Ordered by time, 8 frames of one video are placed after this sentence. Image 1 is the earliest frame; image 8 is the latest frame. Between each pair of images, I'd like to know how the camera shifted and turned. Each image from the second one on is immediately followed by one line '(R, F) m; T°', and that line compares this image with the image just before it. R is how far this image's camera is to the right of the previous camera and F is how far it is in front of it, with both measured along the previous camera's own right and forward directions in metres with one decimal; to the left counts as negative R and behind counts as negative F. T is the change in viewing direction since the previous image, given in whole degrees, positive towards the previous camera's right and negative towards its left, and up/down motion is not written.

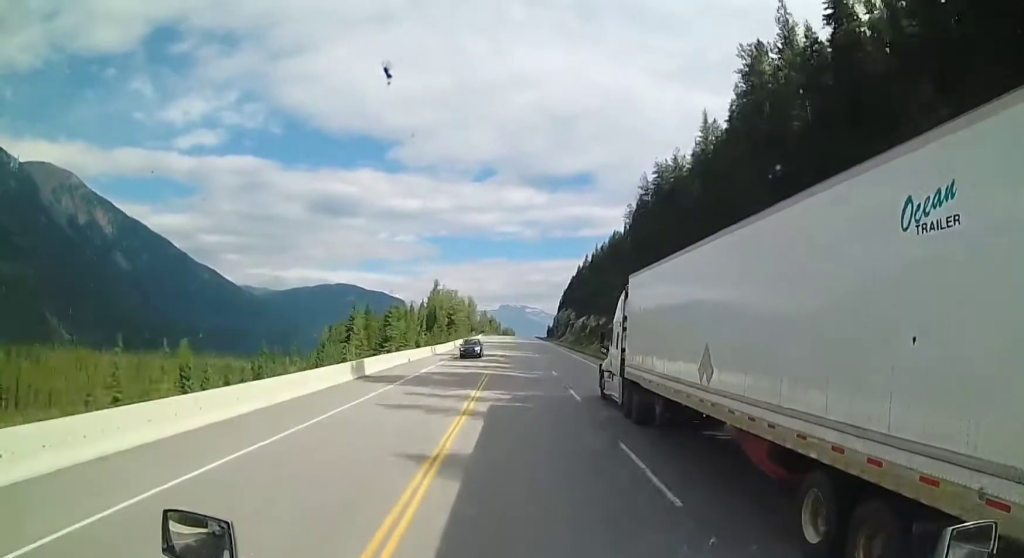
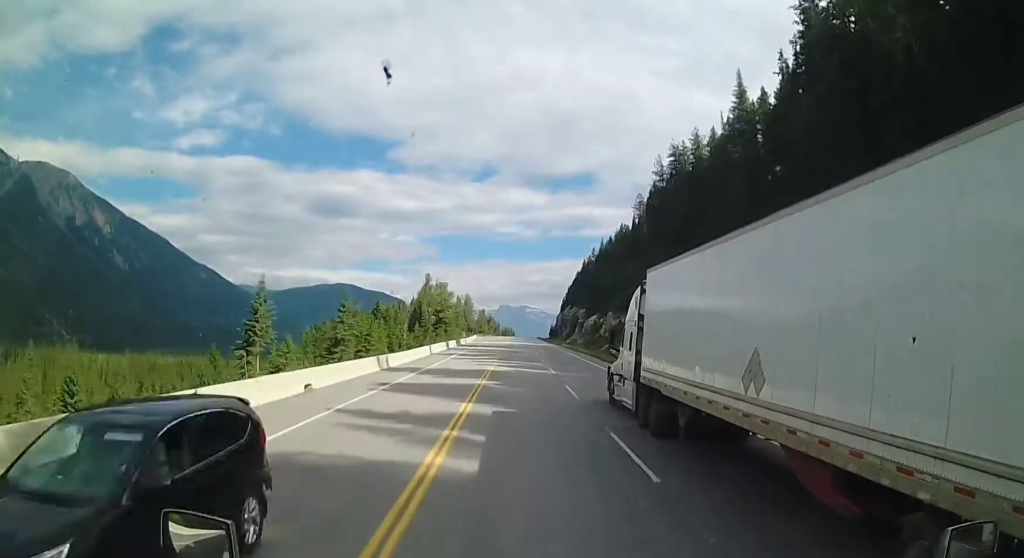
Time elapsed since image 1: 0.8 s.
(+0.2, +24.6) m; 0°
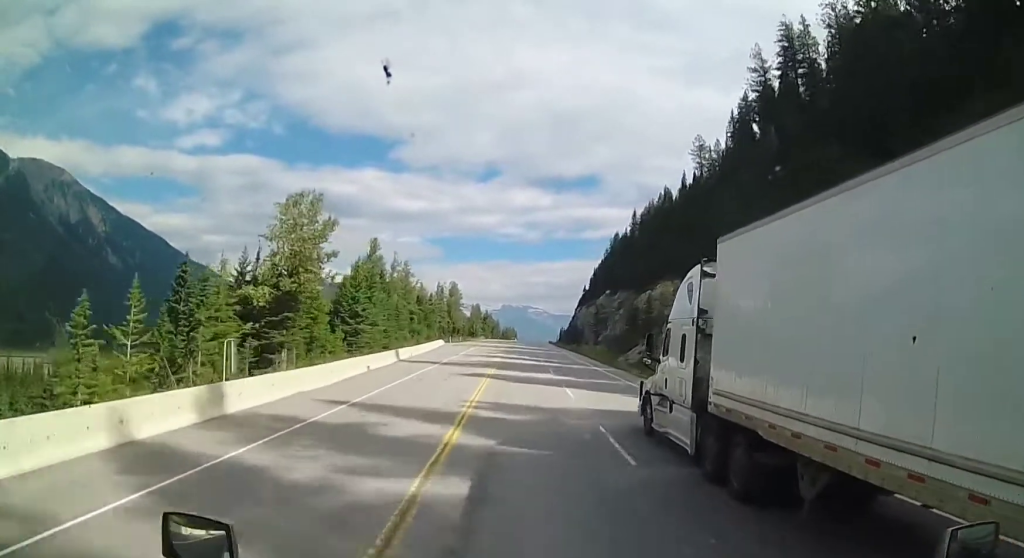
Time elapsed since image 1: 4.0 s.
(-0.1, +91.7) m; -1°
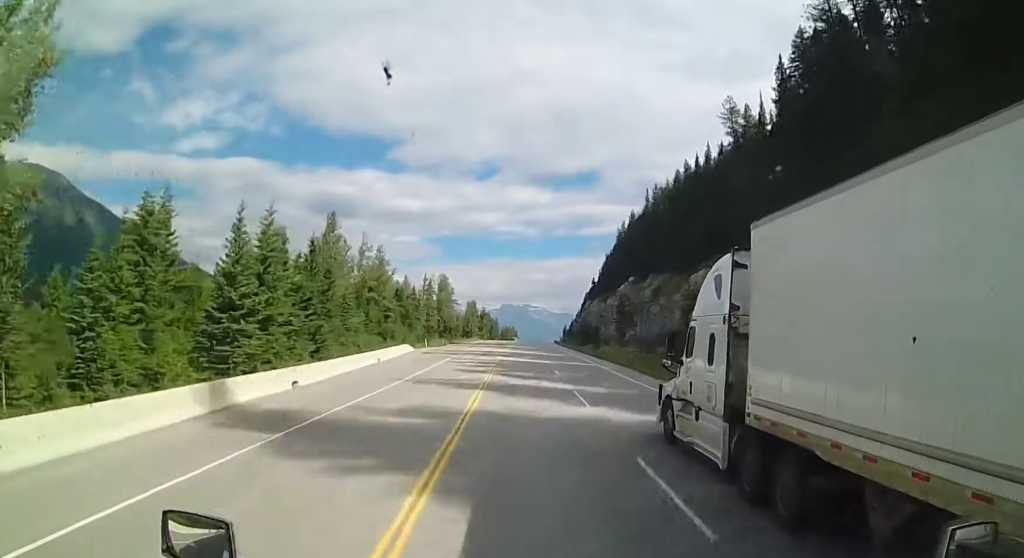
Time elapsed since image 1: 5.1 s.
(-0.4, +31.8) m; -1°
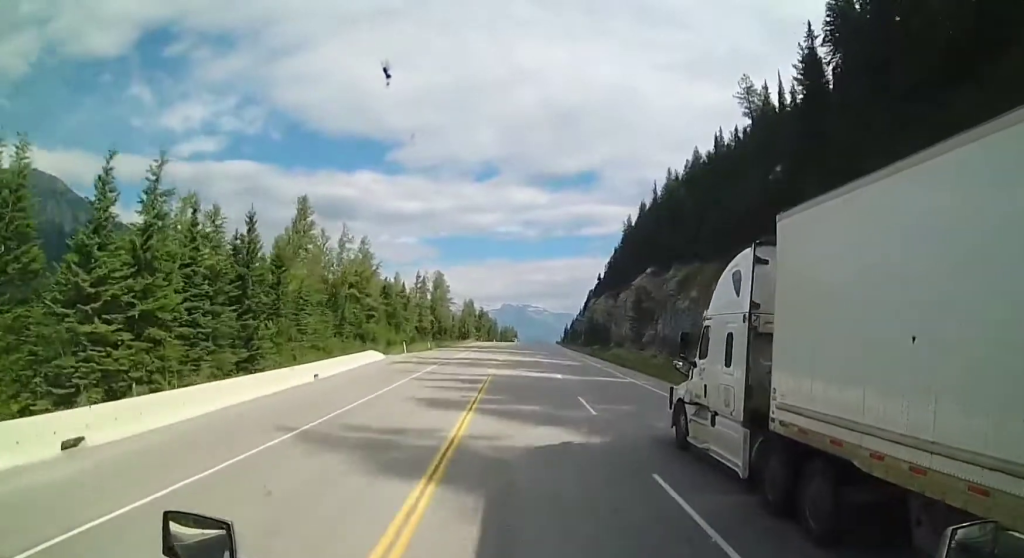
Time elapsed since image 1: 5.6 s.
(0.0, +15.3) m; 0°
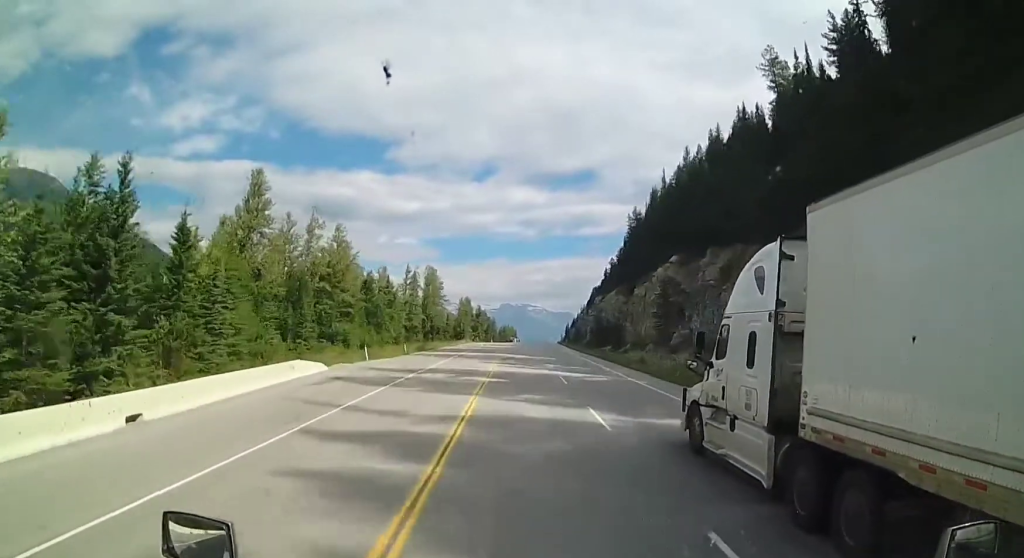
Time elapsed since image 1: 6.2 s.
(-0.1, +18.0) m; +1°
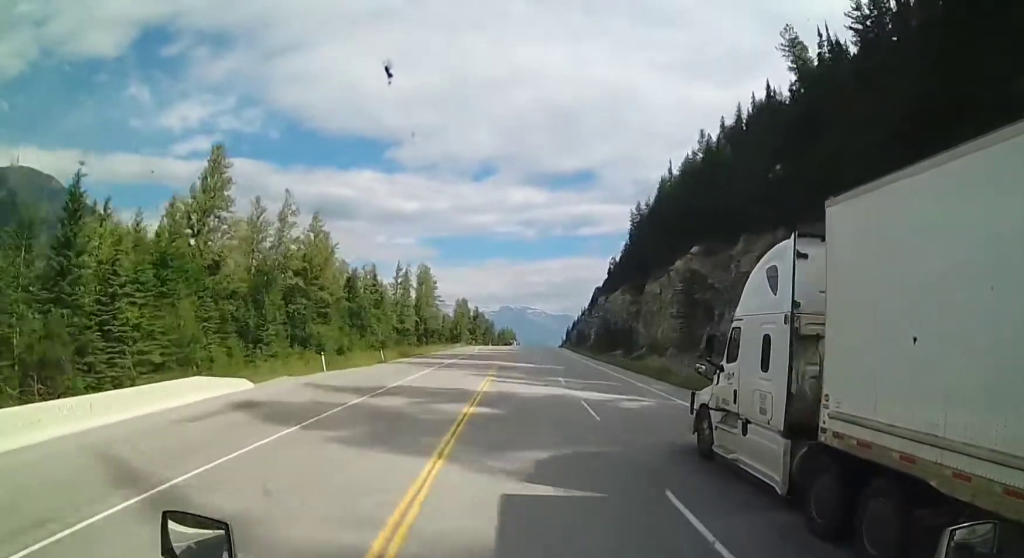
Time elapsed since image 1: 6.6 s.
(+0.2, +11.1) m; +1°
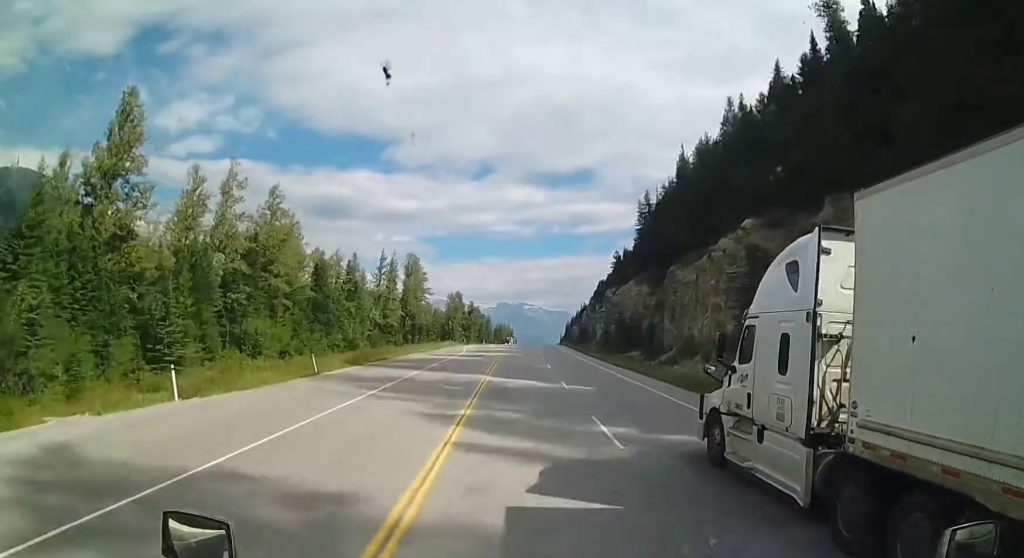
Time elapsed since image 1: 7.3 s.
(+0.2, +17.5) m; 0°
